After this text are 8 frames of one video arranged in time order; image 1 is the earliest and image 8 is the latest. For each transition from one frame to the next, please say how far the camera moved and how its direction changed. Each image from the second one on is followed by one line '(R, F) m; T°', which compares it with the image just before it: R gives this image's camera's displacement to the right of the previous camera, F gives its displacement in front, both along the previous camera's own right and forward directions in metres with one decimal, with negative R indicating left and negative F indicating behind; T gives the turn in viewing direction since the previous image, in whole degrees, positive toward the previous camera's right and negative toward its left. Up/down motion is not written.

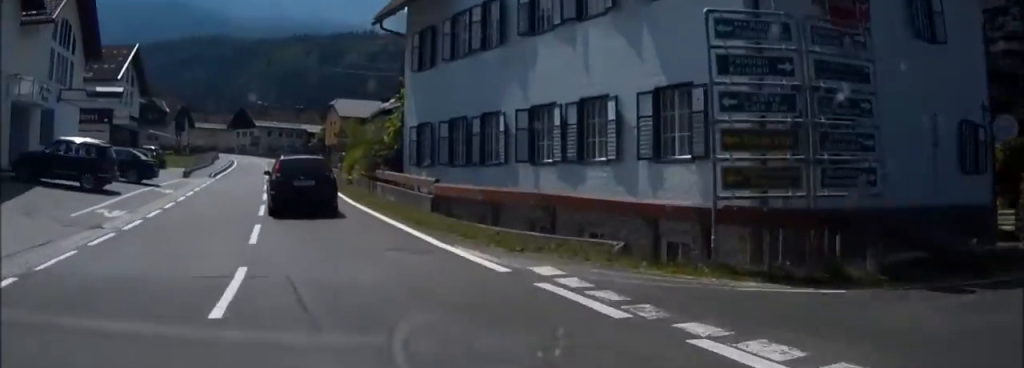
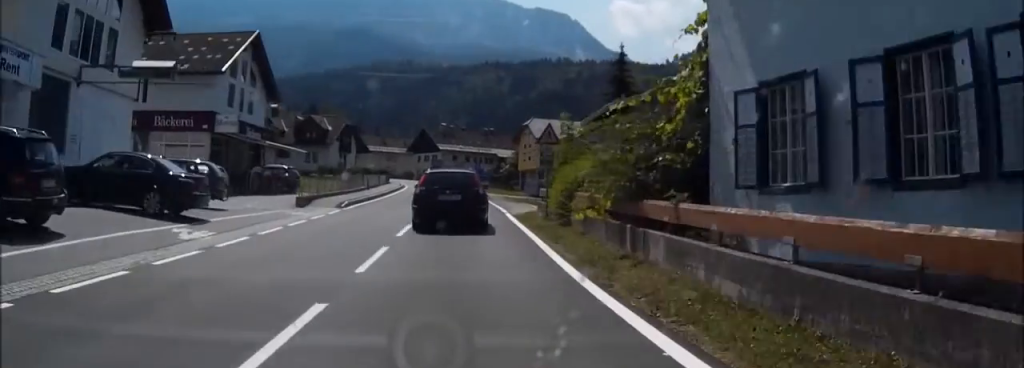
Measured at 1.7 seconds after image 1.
(0.0, +14.7) m; 0°
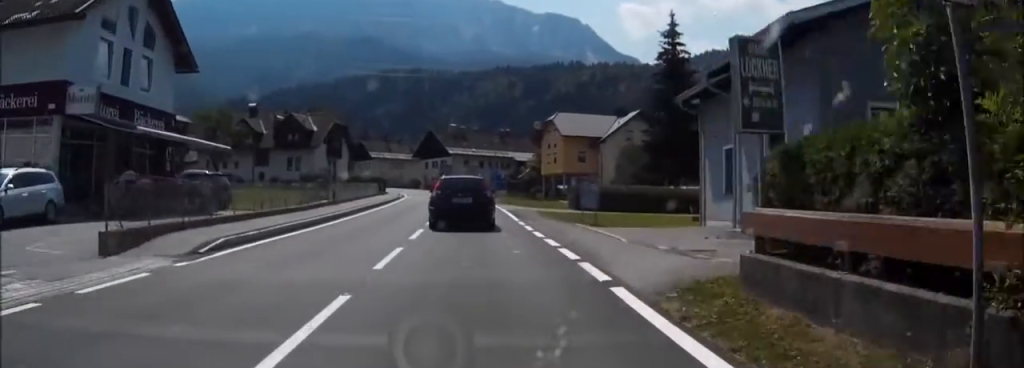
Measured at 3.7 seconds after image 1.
(0.0, +18.1) m; -1°
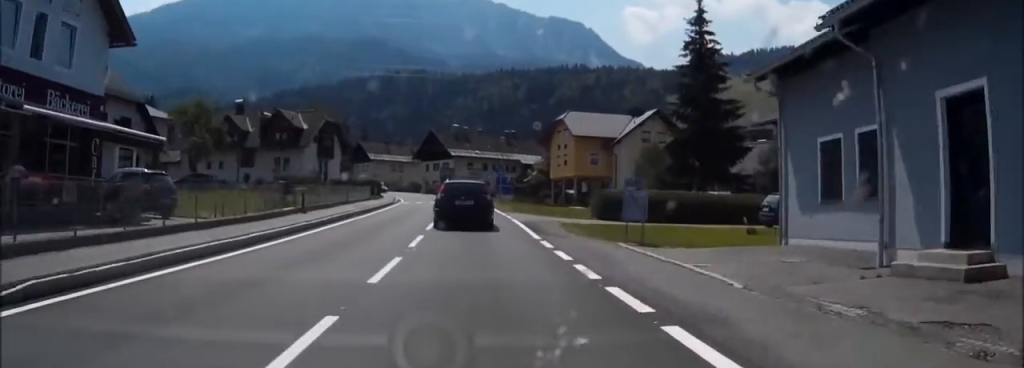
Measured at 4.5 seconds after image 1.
(-0.1, +7.6) m; -1°
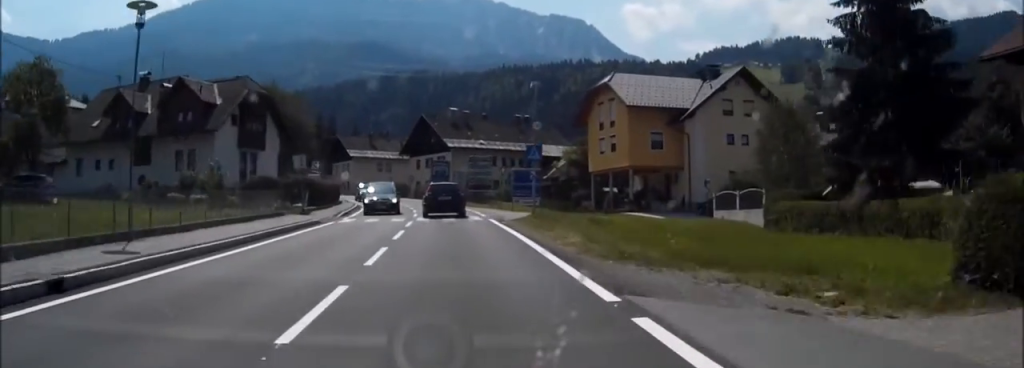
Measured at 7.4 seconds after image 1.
(-1.3, +29.4) m; -4°
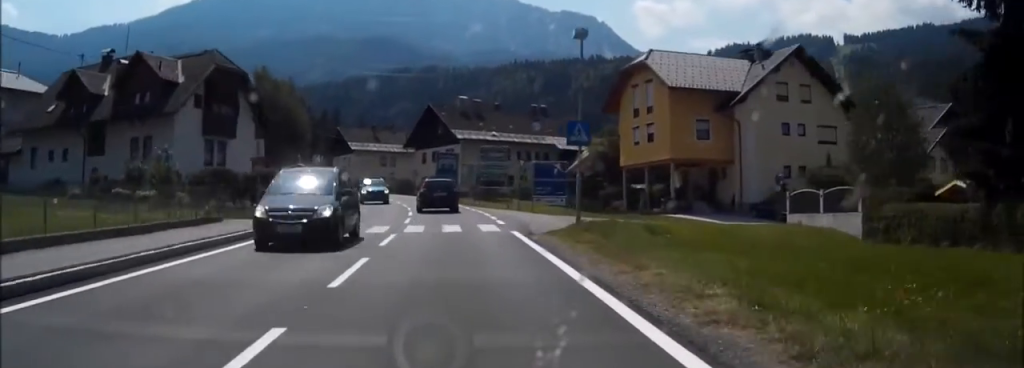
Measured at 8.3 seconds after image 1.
(-0.1, +9.0) m; -3°
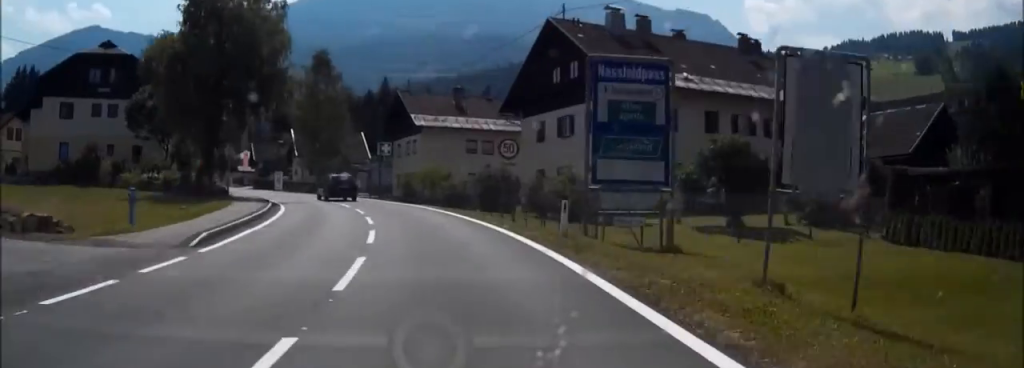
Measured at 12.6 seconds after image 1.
(-7.3, +41.9) m; -18°
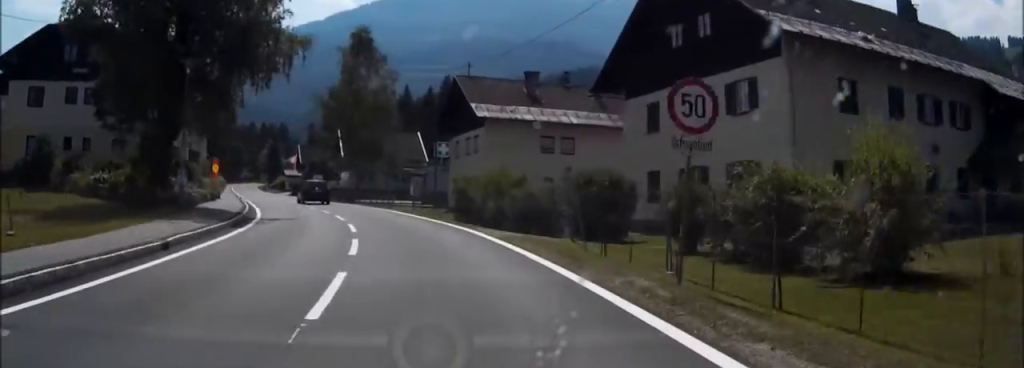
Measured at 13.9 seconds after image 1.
(-0.3, +12.9) m; -1°
